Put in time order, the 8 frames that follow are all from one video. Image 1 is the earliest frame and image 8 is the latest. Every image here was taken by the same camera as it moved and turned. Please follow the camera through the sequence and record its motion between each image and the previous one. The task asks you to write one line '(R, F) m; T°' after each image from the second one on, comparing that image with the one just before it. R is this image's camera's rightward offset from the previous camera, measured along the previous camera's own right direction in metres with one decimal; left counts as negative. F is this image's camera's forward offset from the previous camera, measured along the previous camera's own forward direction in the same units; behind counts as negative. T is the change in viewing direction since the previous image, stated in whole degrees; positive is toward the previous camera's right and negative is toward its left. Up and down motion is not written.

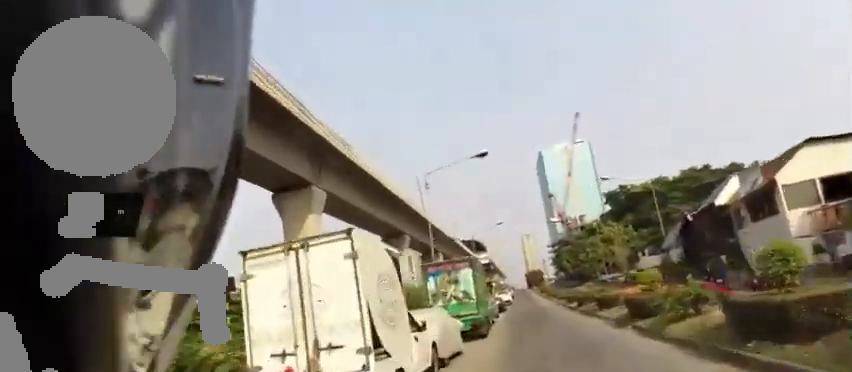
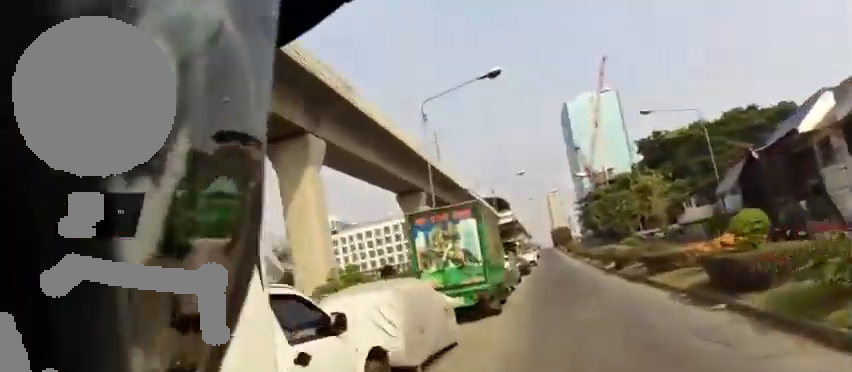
(-0.3, +5.2) m; 0°
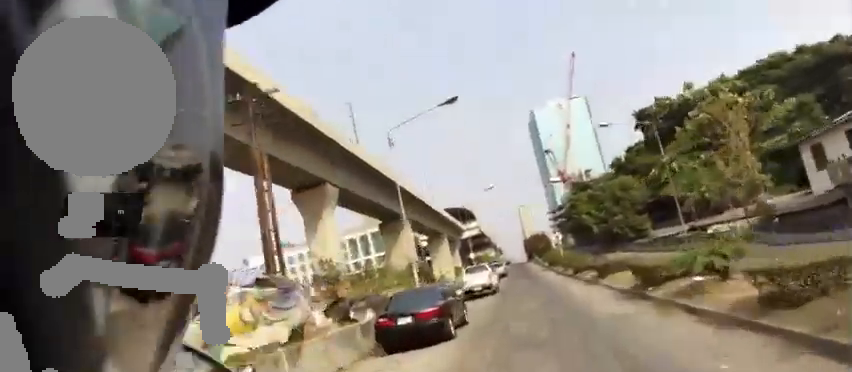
(+0.9, +26.7) m; +3°
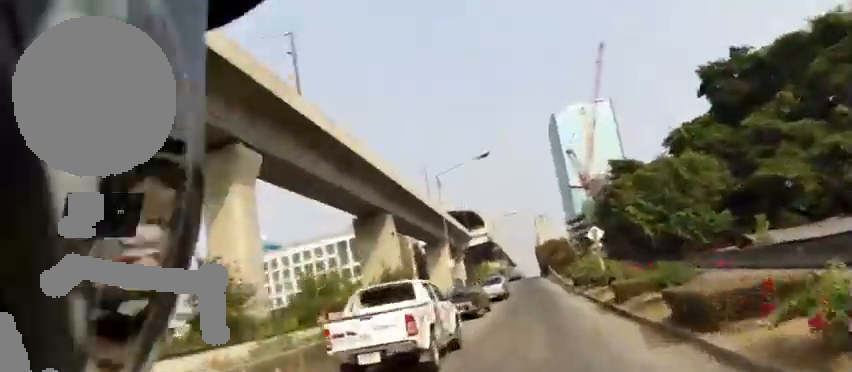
(-0.2, +18.7) m; -1°
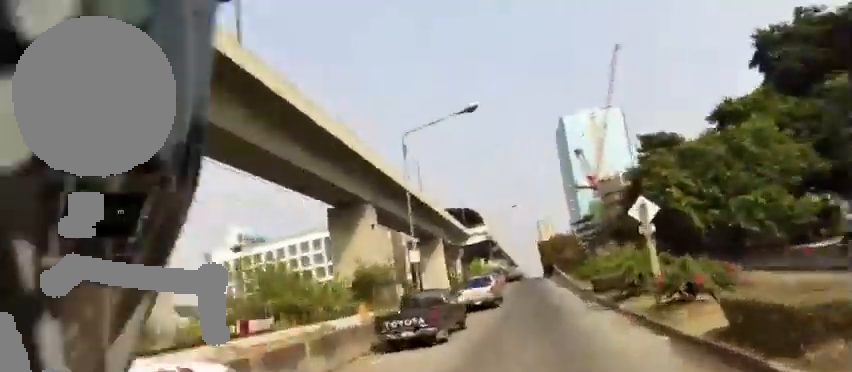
(0.0, +9.7) m; 0°
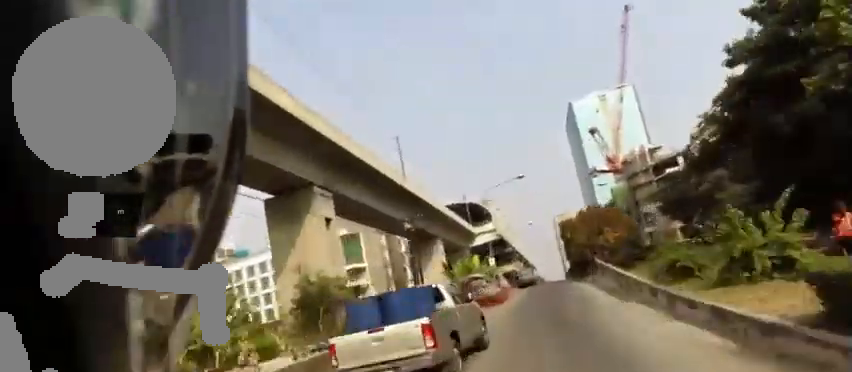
(0.0, +16.6) m; 0°
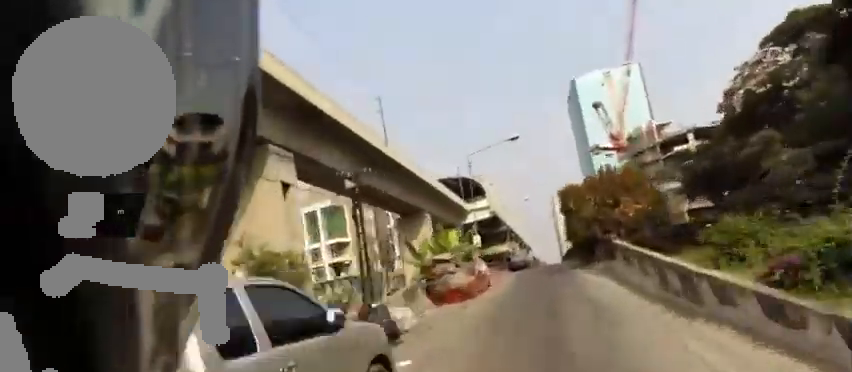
(0.0, +6.8) m; 0°
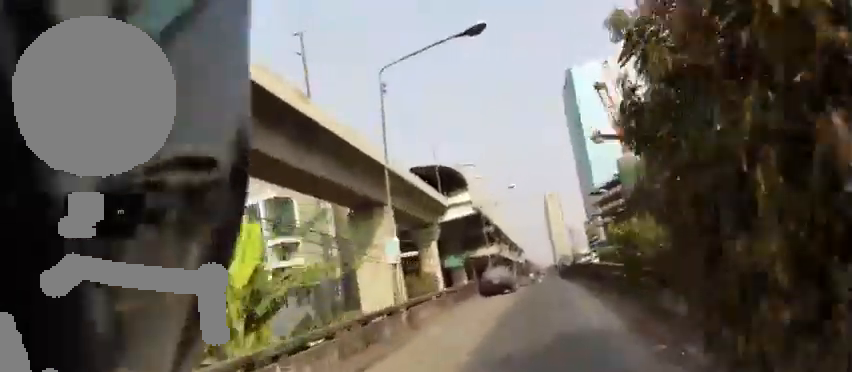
(0.0, +18.3) m; 0°
